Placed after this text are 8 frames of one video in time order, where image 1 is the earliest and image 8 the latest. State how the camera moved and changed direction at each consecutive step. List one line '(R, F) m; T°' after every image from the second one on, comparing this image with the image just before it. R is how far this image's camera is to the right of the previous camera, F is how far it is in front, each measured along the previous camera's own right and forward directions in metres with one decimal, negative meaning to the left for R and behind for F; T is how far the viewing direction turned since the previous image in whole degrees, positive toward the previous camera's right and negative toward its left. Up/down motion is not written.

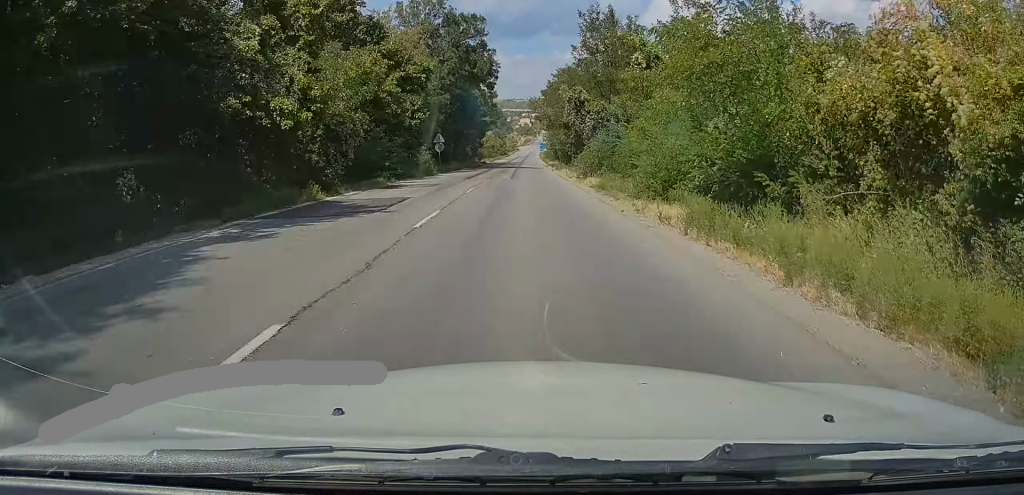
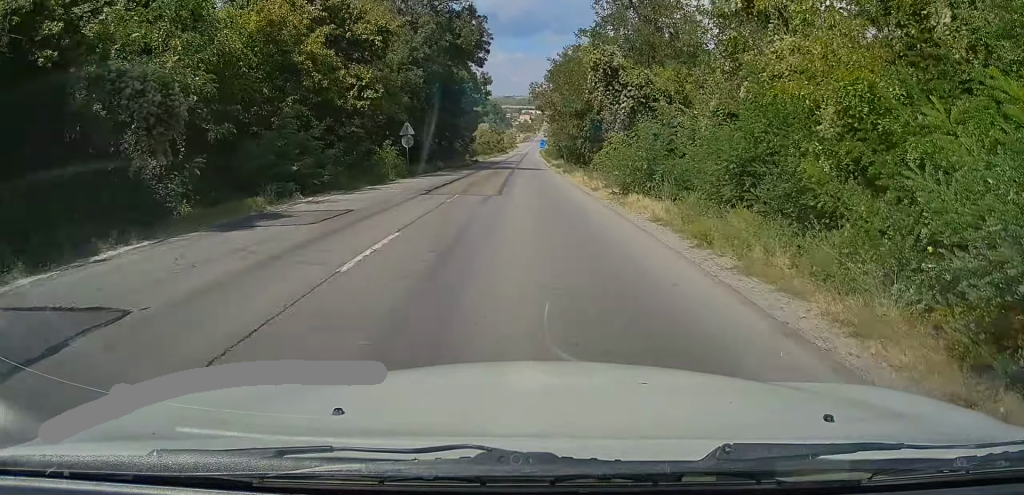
(0.0, +13.1) m; 0°
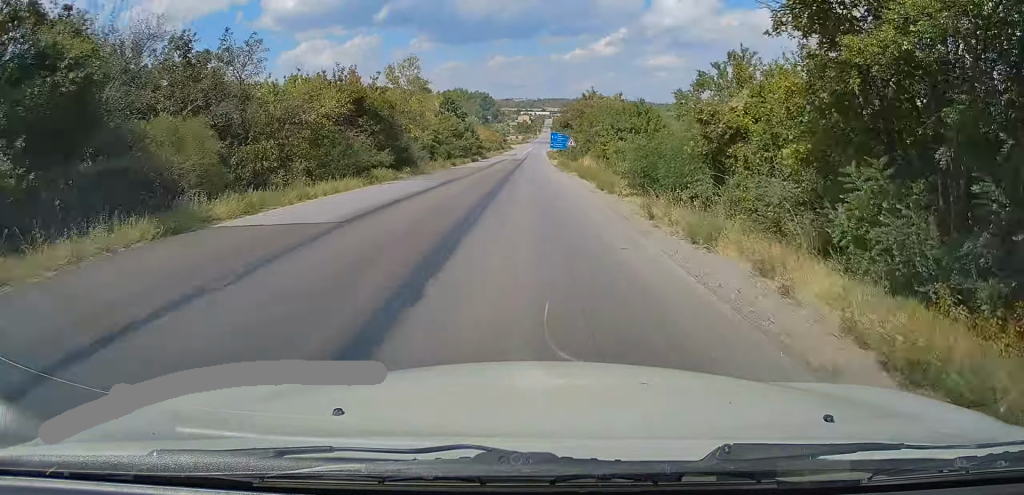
(-0.1, +77.7) m; 0°
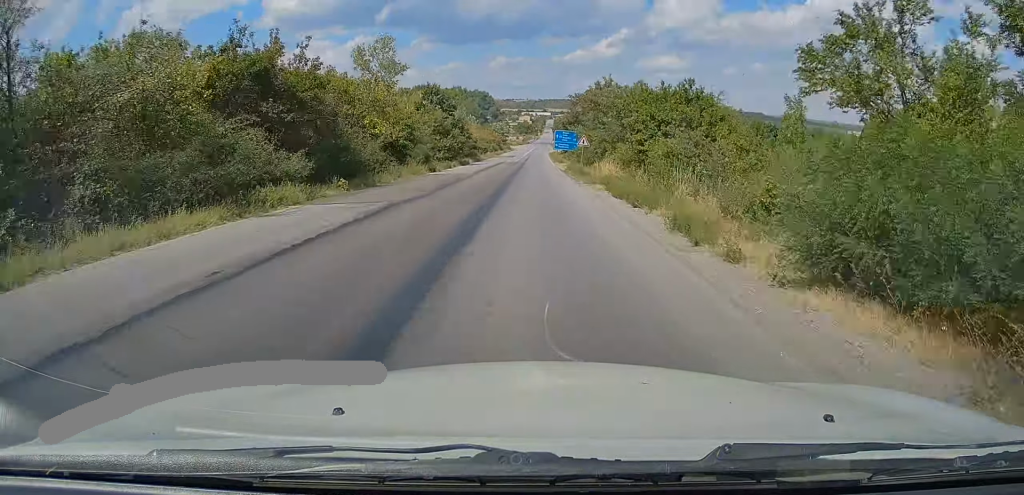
(0.0, +11.5) m; 0°
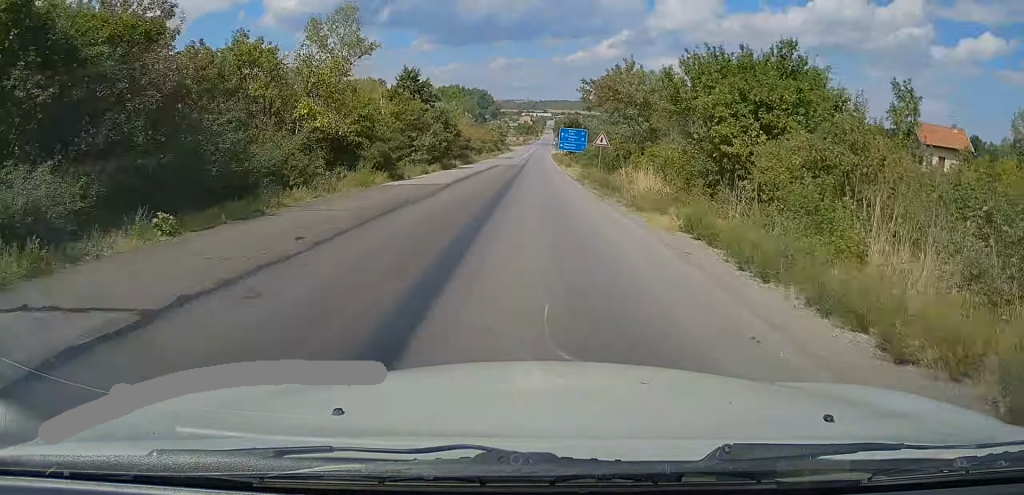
(+0.1, +10.7) m; 0°
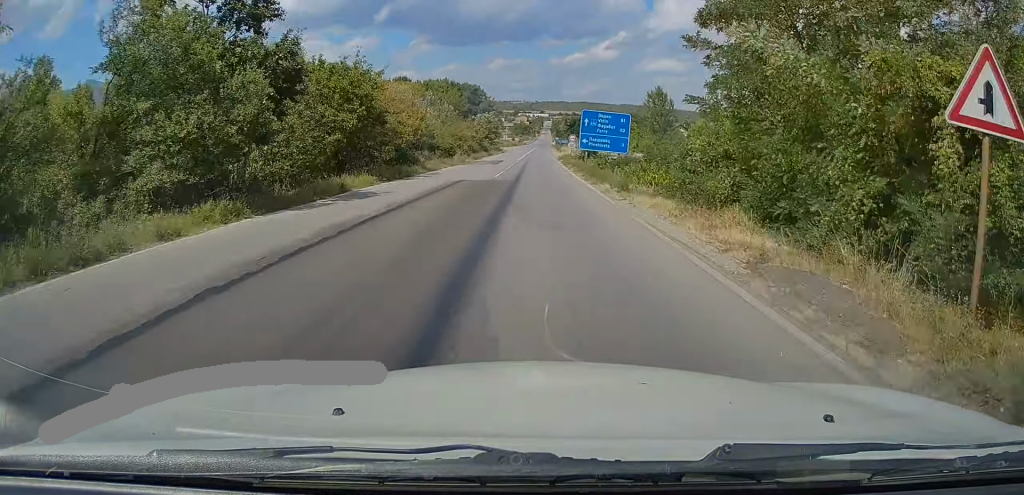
(-0.3, +28.6) m; 0°
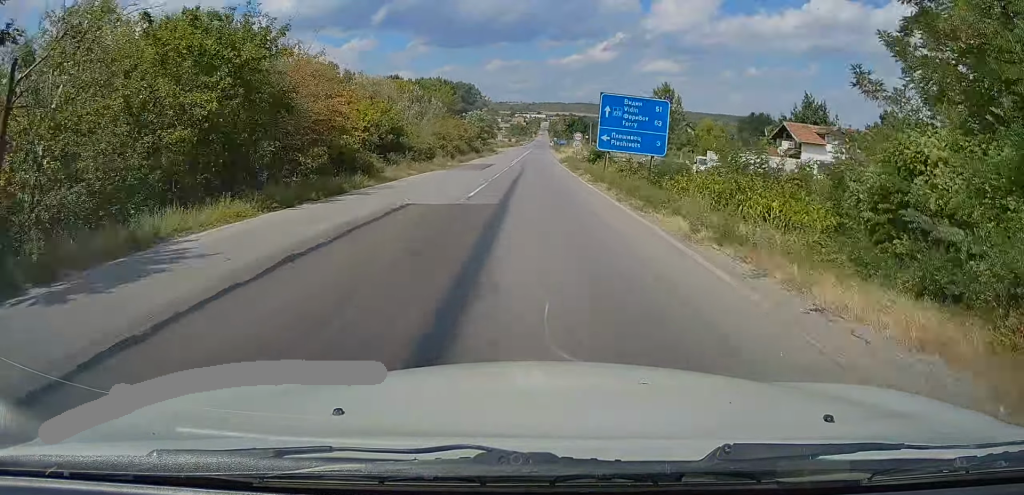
(+0.1, +10.6) m; 0°
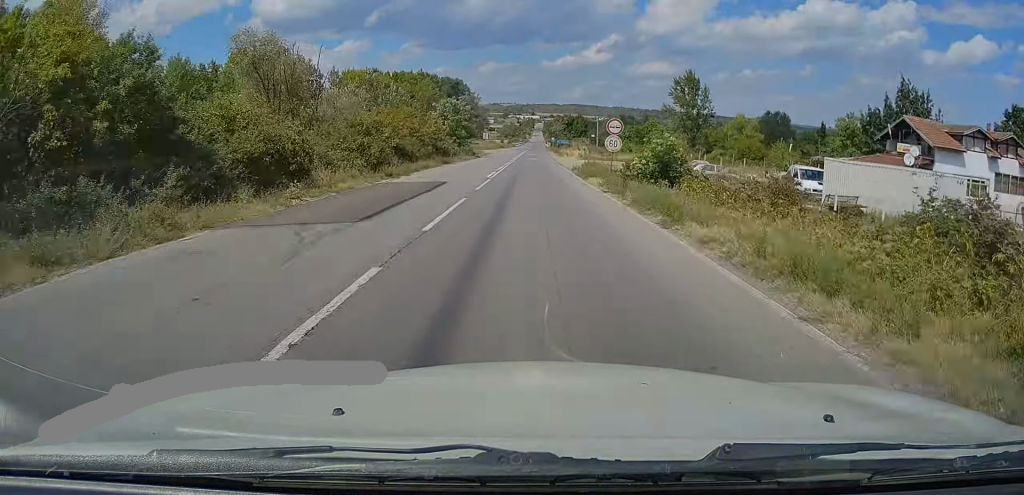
(+0.2, +25.2) m; +1°
